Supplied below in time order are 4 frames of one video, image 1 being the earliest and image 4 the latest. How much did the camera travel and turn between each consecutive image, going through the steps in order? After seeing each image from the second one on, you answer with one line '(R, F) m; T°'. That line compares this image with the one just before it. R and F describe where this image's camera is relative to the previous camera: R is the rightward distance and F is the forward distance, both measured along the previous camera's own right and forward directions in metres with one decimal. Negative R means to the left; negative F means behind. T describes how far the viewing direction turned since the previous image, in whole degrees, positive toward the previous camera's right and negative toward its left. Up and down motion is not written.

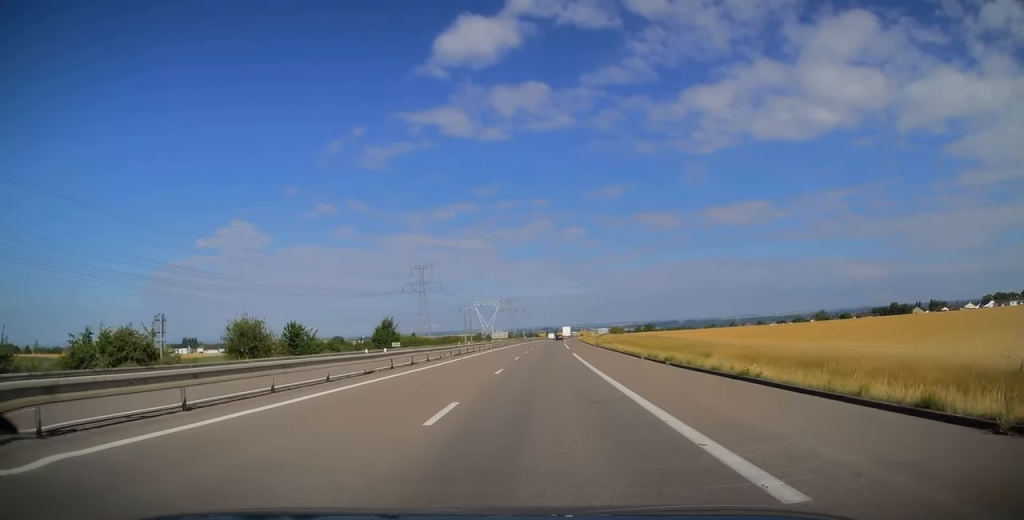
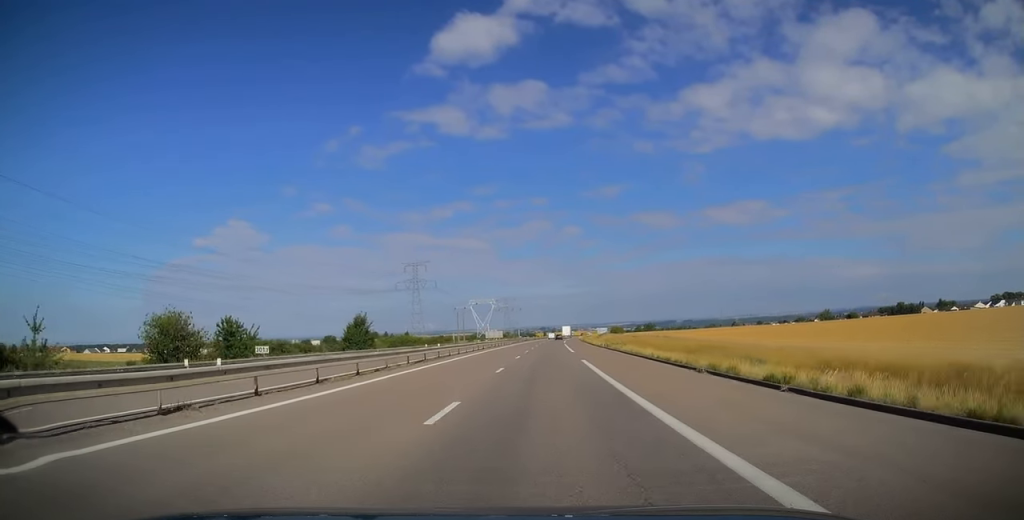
(0.0, +12.8) m; +1°
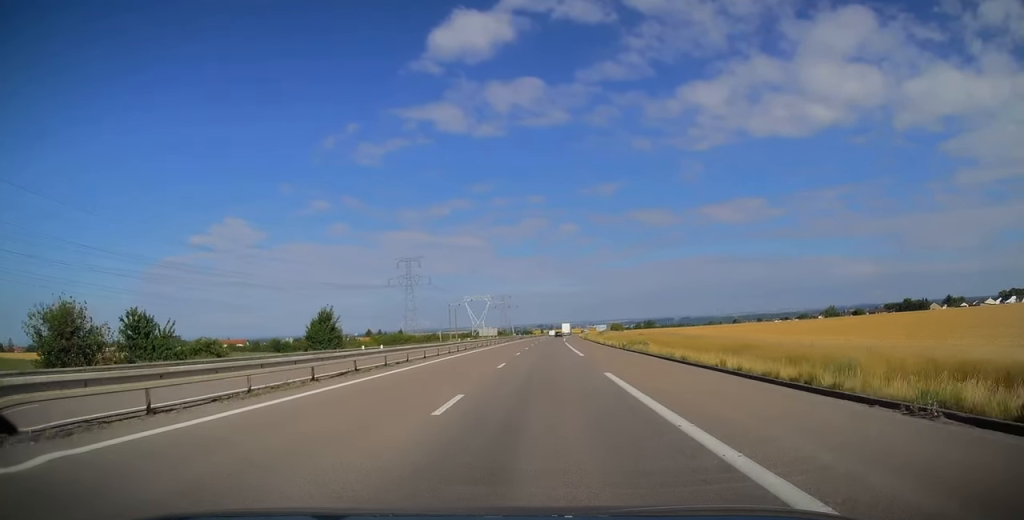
(+0.1, +12.3) m; 0°
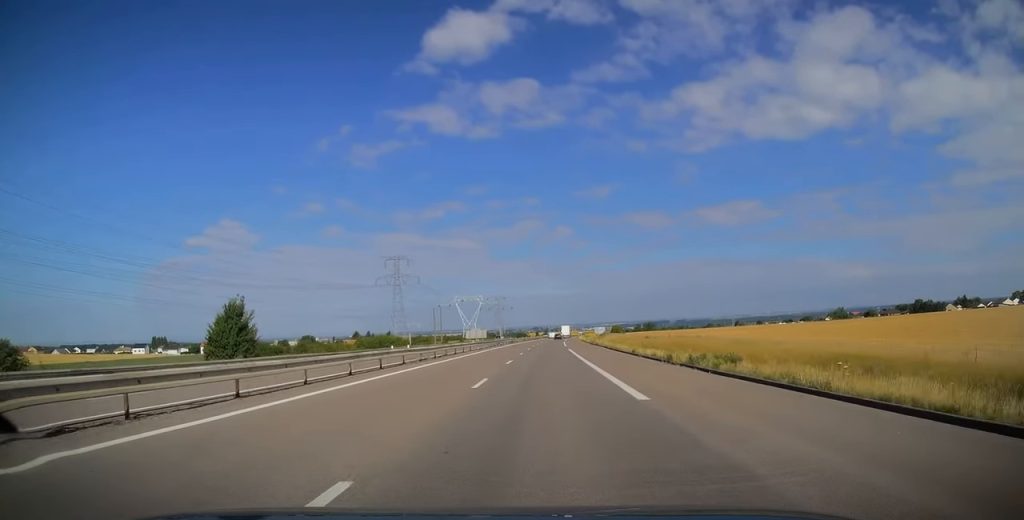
(+0.3, +20.6) m; 0°
